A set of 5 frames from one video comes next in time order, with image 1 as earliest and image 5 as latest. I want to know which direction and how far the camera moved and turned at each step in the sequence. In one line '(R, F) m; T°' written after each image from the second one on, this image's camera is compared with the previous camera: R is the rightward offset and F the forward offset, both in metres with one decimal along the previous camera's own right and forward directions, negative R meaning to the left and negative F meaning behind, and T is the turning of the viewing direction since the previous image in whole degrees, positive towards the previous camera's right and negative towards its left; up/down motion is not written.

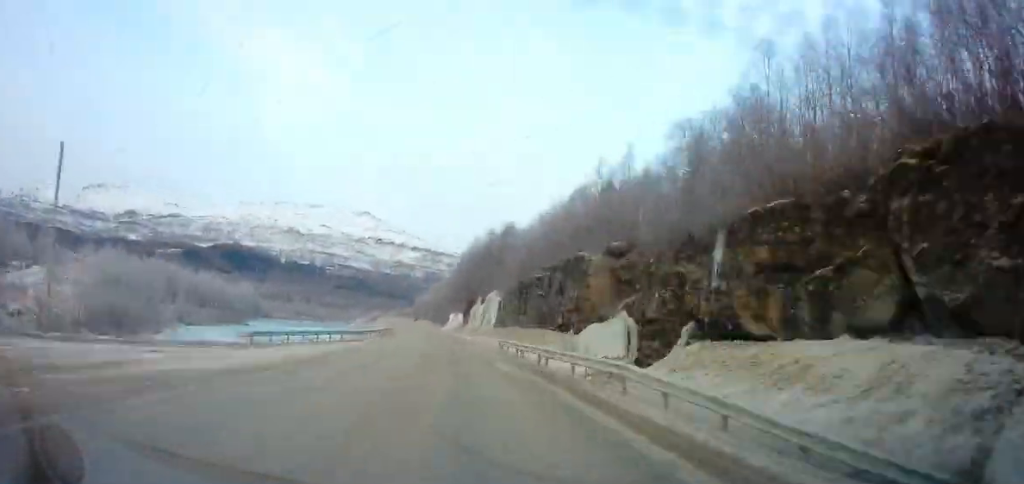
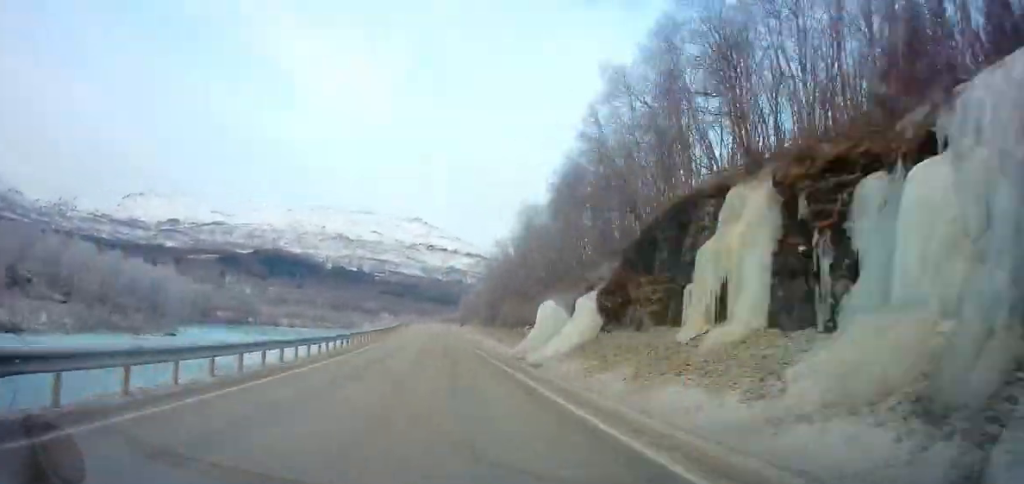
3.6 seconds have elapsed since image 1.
(-7.1, +79.5) m; 0°
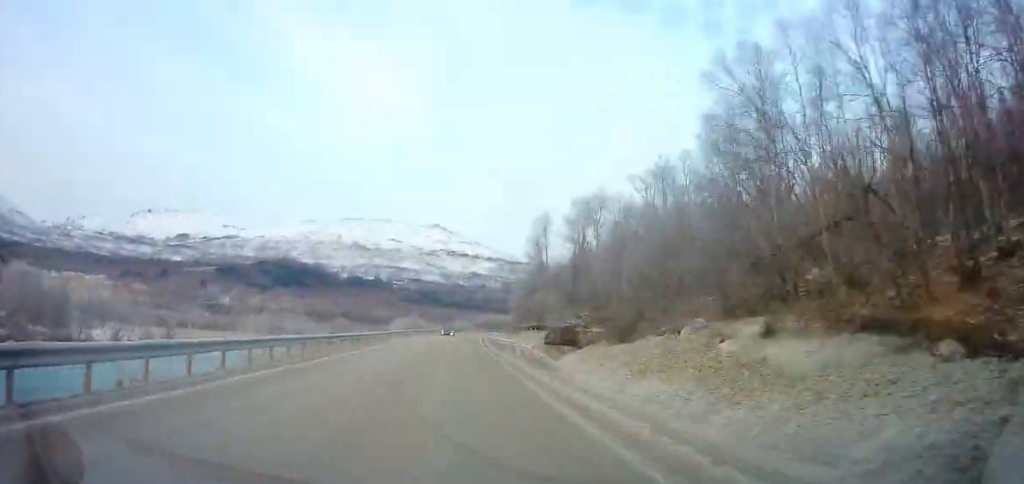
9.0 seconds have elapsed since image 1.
(-4.3, +120.2) m; +3°
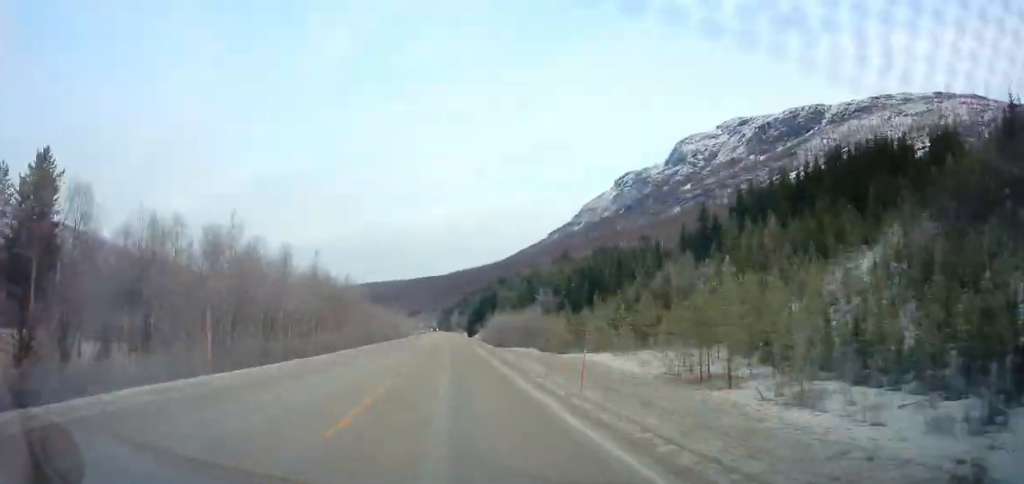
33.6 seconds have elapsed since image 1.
(+203.9, +519.4) m; +33°
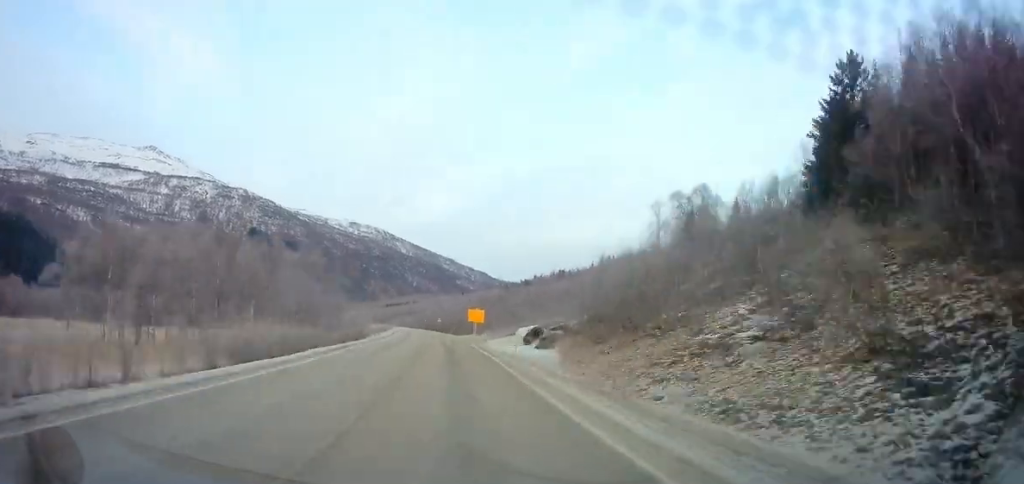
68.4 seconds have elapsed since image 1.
(-167.6, +804.7) m; -31°
